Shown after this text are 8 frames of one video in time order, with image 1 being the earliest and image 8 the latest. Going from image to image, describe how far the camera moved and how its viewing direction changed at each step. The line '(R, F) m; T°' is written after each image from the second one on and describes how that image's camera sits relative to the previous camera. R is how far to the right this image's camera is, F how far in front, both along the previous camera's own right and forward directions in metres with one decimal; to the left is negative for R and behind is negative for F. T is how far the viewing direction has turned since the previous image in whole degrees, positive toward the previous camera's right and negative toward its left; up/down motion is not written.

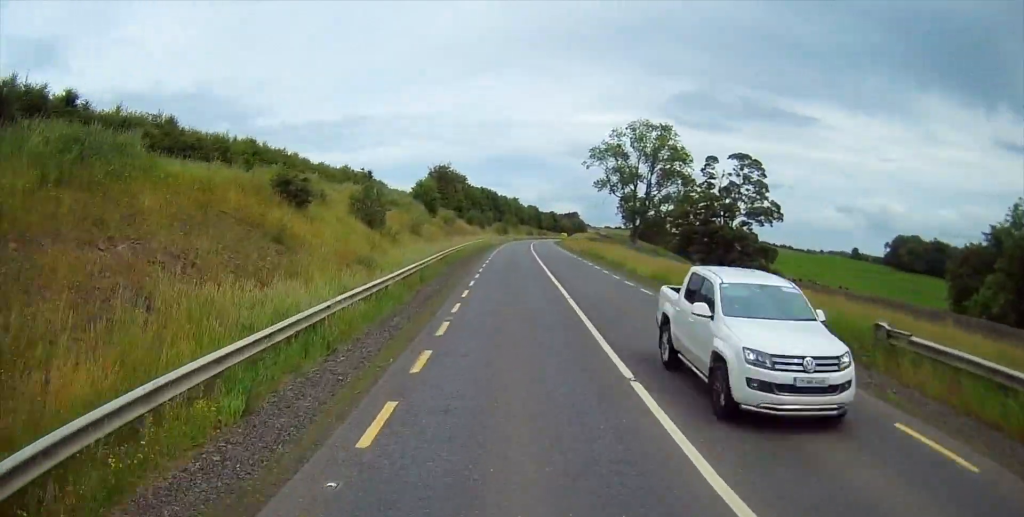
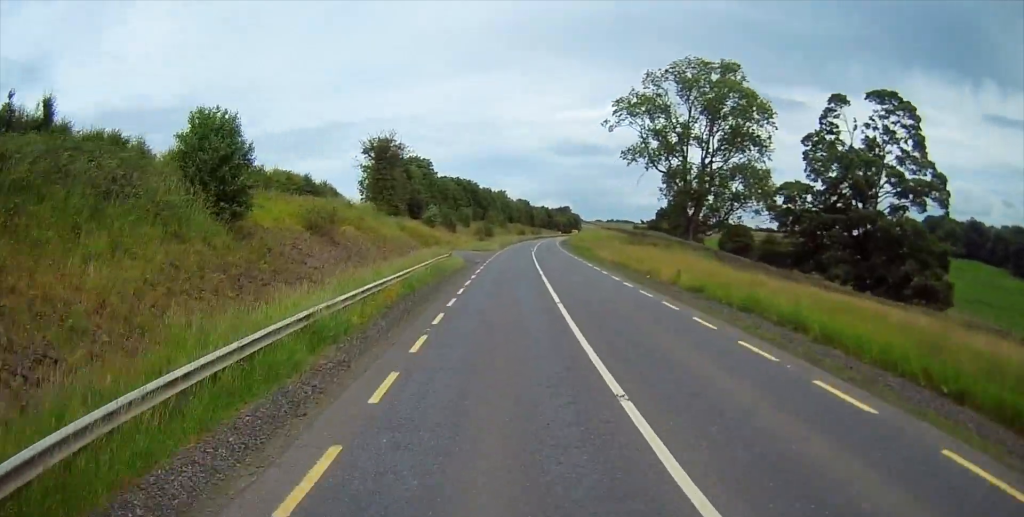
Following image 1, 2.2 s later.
(+0.4, +48.0) m; +1°
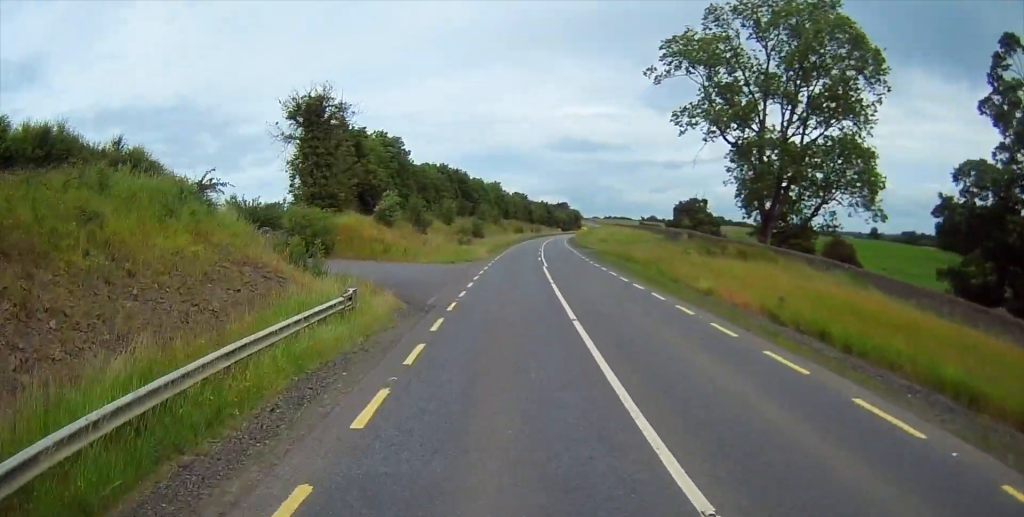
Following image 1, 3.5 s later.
(-0.1, +28.3) m; 0°
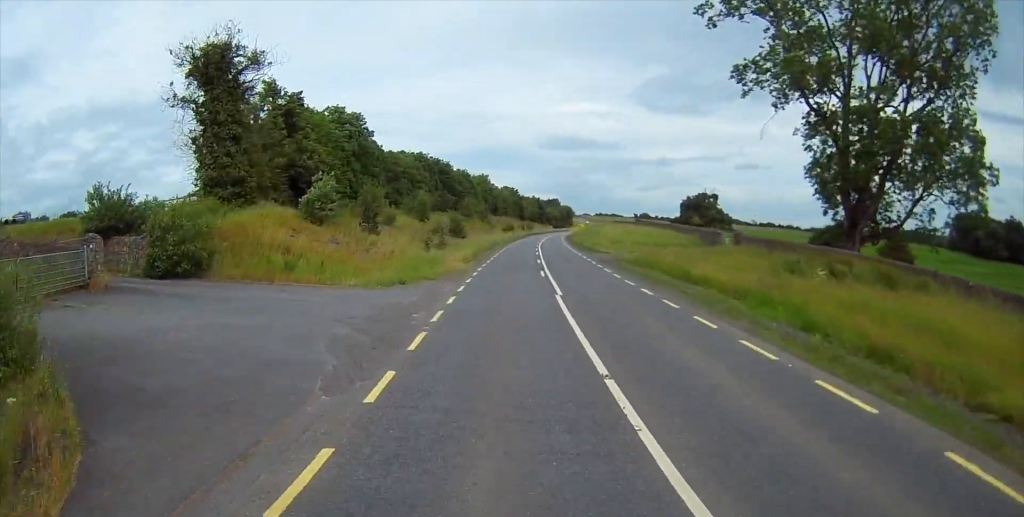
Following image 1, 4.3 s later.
(+0.2, +18.2) m; 0°
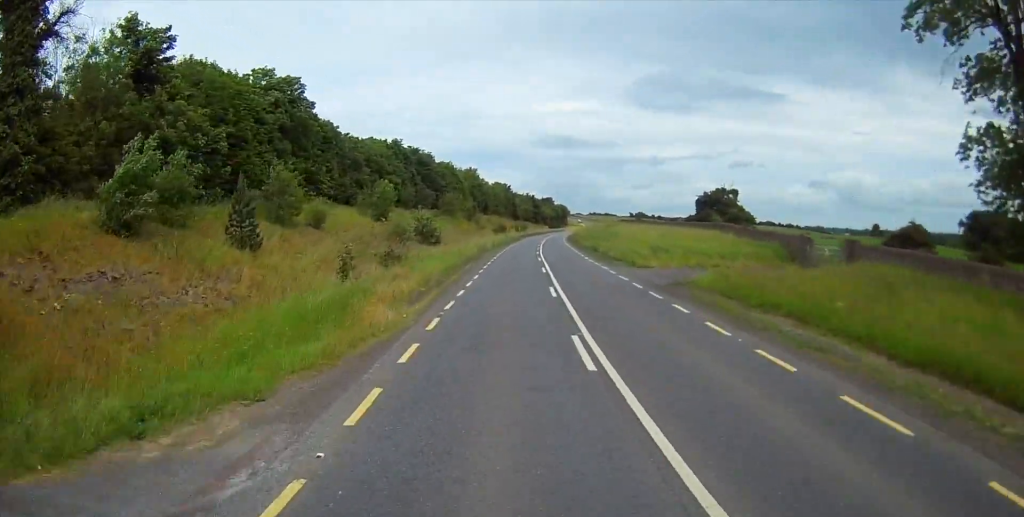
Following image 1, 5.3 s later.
(-0.3, +20.3) m; +1°
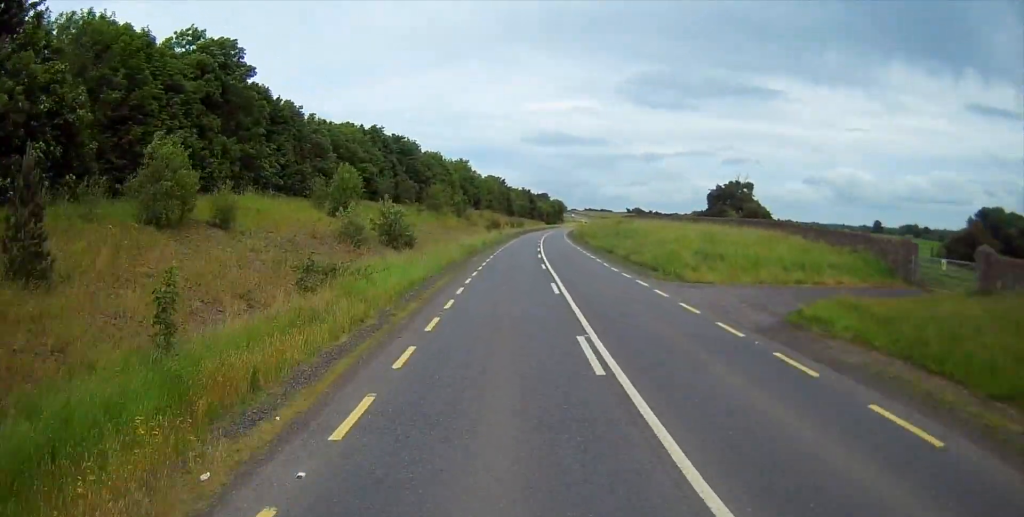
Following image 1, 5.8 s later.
(+0.3, +12.3) m; +1°
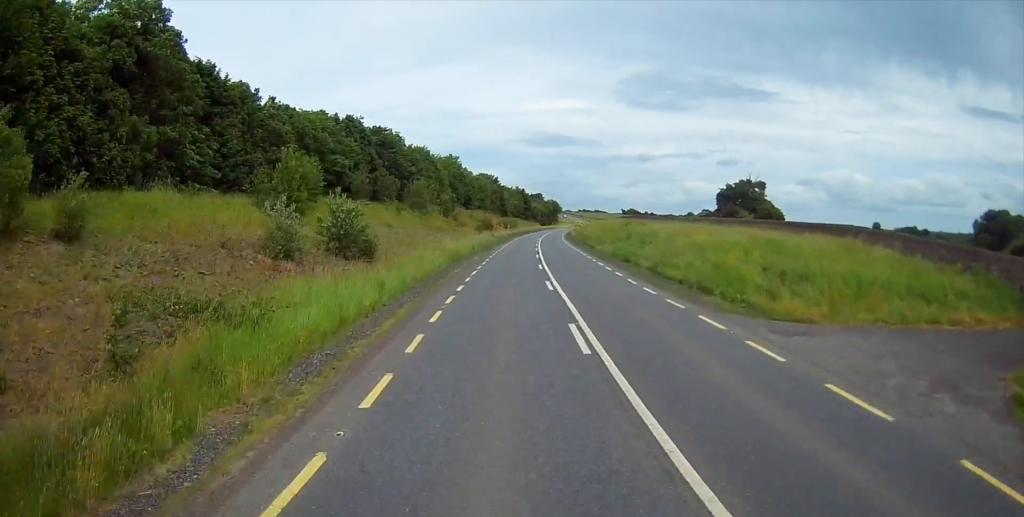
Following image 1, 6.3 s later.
(+0.1, +10.1) m; +1°
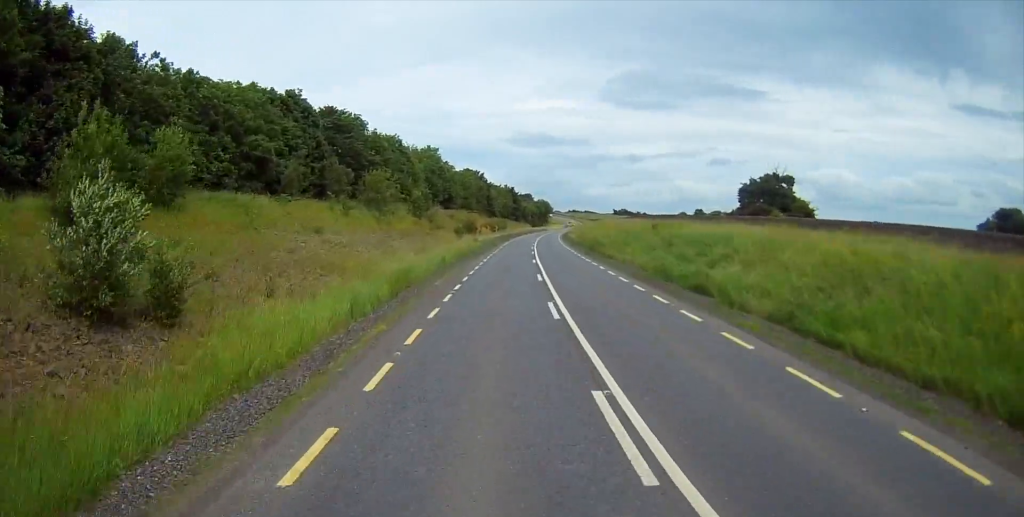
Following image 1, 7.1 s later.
(0.0, +18.1) m; 0°
